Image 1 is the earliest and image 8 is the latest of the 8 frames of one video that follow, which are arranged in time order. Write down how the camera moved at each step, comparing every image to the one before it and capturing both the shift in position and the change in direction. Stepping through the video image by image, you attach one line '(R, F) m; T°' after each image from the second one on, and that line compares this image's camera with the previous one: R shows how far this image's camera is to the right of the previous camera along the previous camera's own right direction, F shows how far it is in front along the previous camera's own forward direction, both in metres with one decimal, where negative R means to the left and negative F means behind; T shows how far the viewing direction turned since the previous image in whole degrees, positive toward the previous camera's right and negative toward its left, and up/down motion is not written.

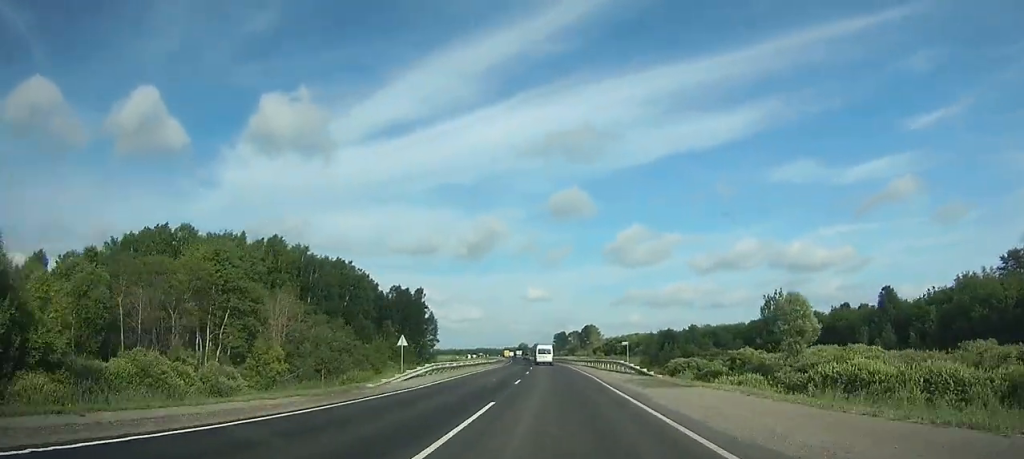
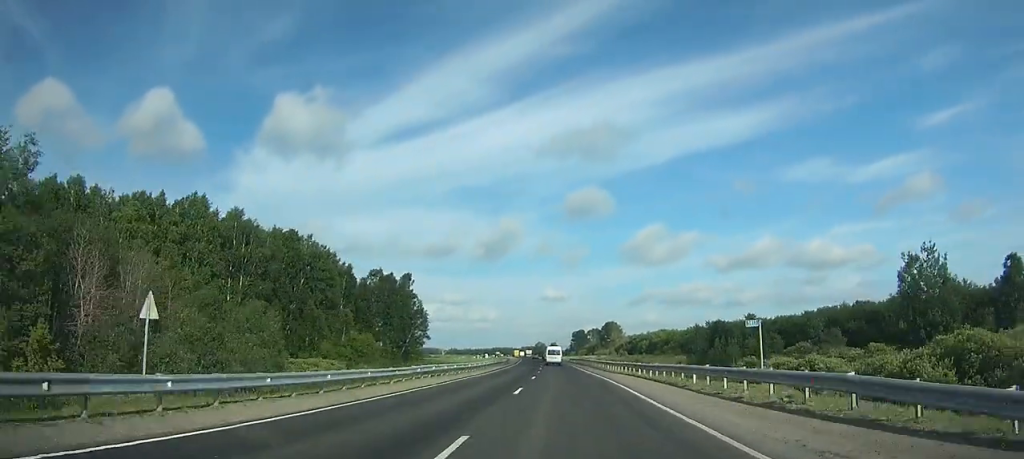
(-0.5, +29.8) m; -1°
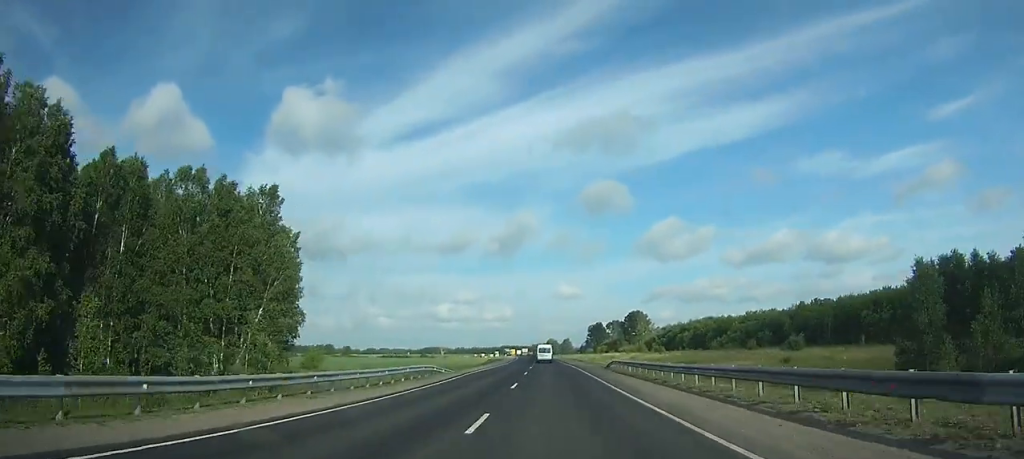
(-1.0, +71.6) m; -2°
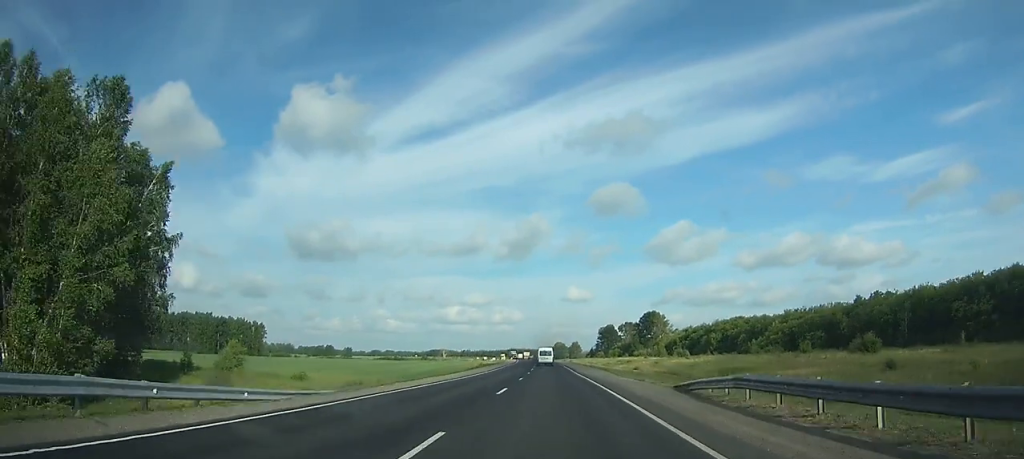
(-0.2, +27.6) m; -1°
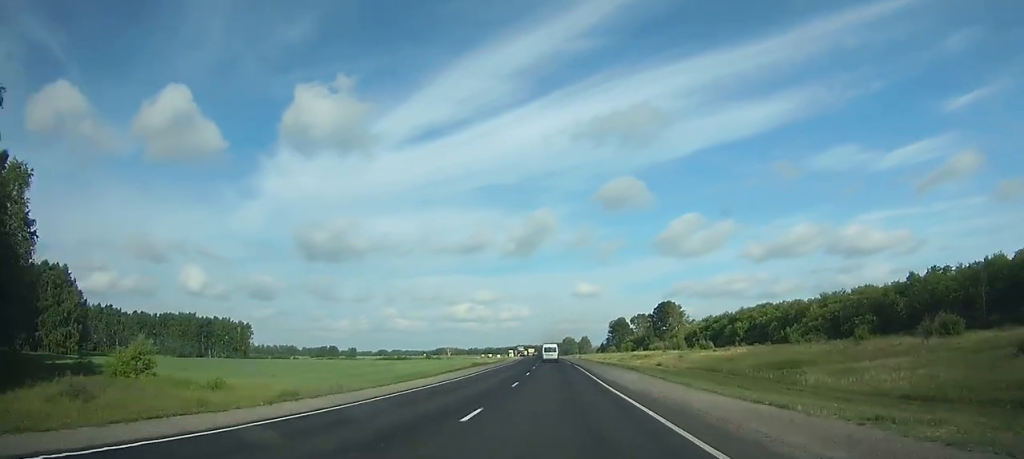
(-0.1, +19.1) m; -1°
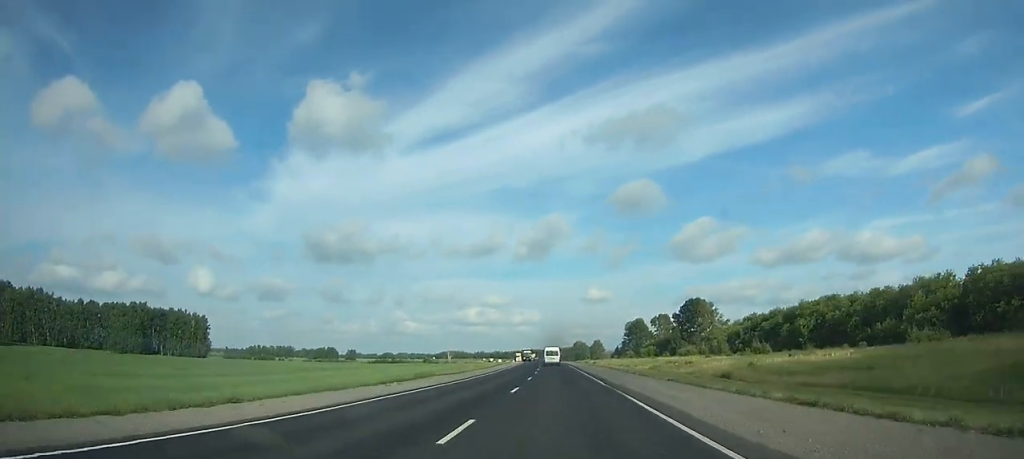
(-0.4, +37.2) m; -1°
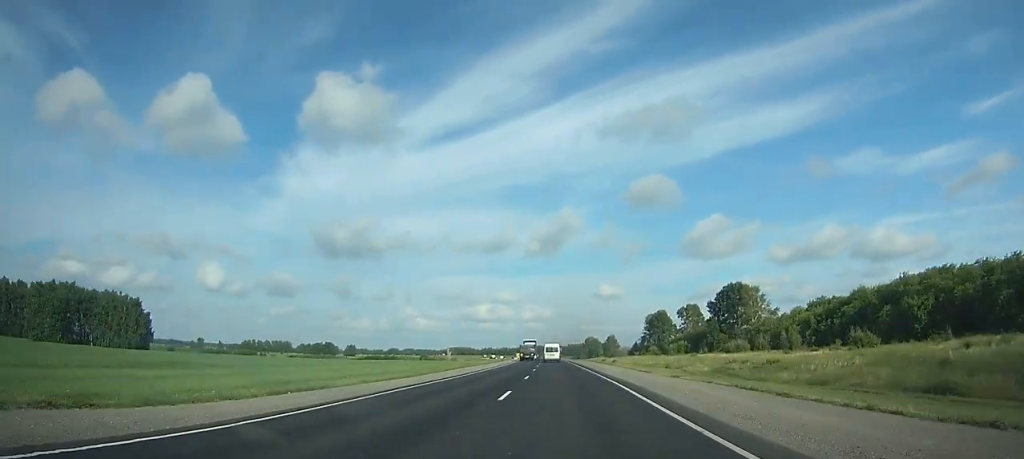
(-0.3, +39.3) m; -1°
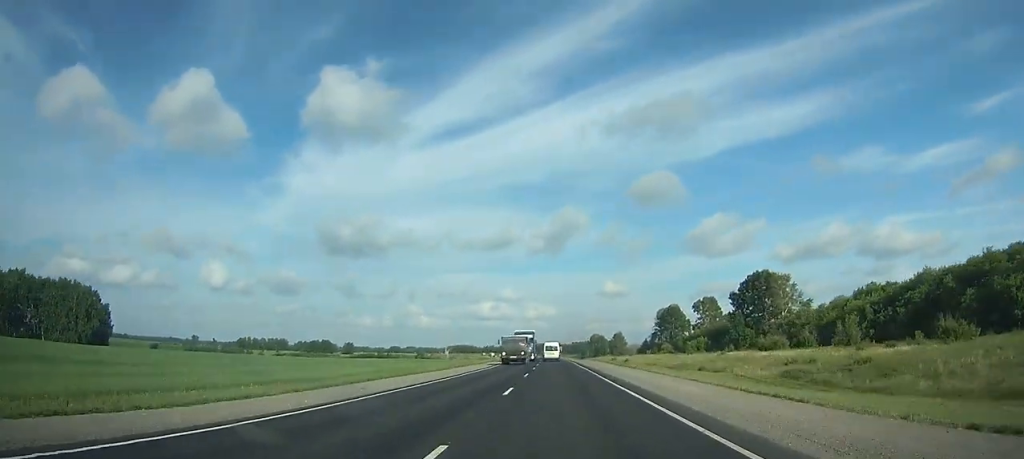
(-0.1, +21.8) m; 0°
